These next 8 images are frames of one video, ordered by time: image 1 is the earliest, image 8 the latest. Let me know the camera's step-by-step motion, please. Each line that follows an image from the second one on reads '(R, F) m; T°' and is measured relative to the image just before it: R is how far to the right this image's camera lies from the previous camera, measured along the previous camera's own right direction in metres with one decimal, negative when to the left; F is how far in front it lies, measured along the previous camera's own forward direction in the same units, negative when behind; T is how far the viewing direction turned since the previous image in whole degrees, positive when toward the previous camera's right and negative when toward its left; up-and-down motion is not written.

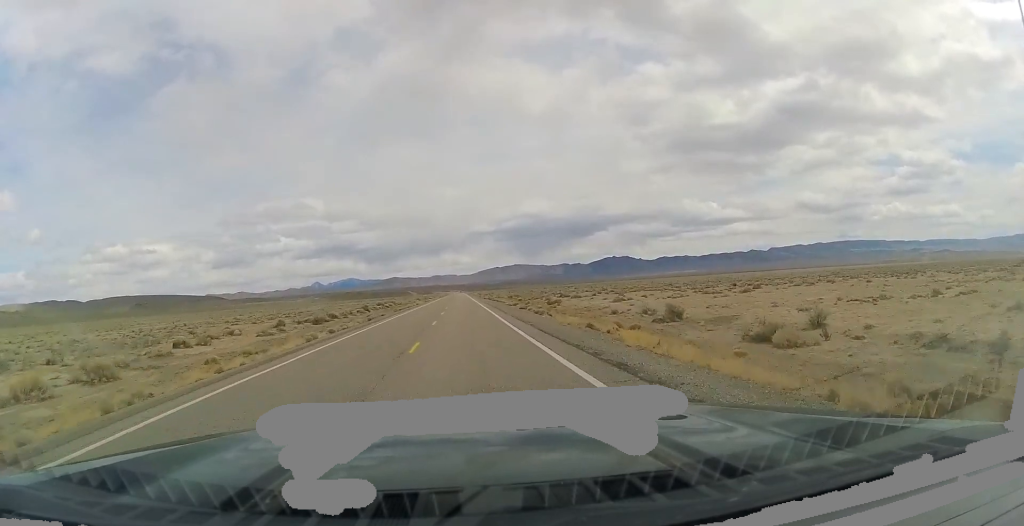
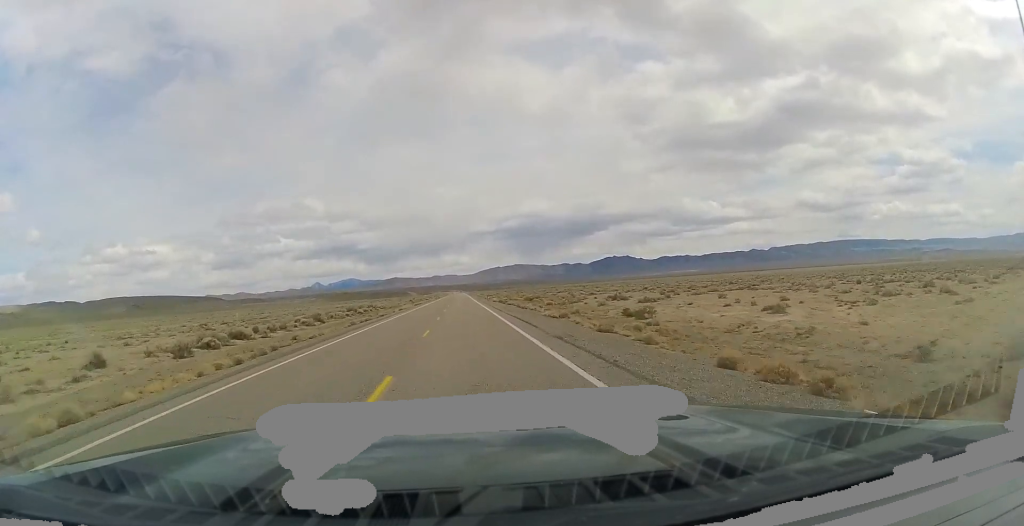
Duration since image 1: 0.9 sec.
(+0.1, +32.1) m; 0°
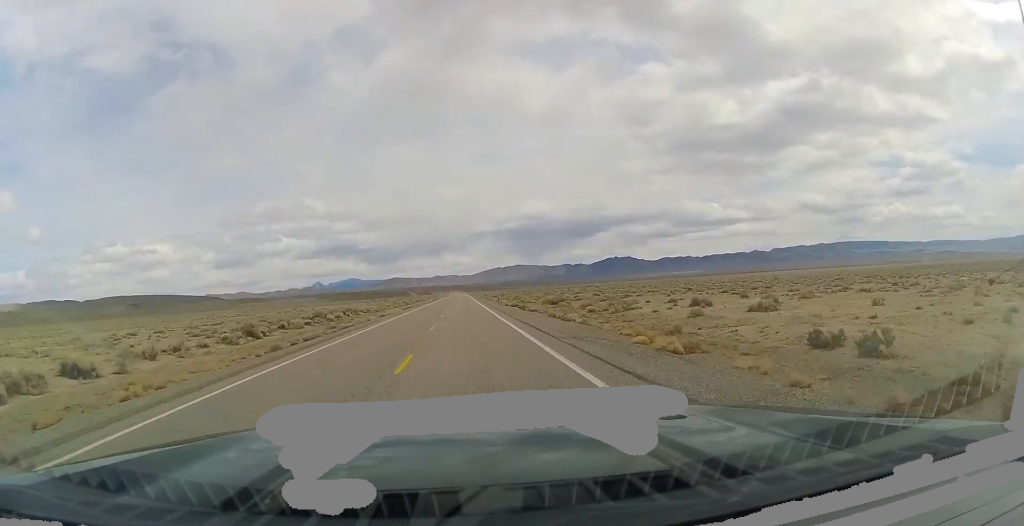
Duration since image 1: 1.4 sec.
(+0.3, +21.1) m; 0°
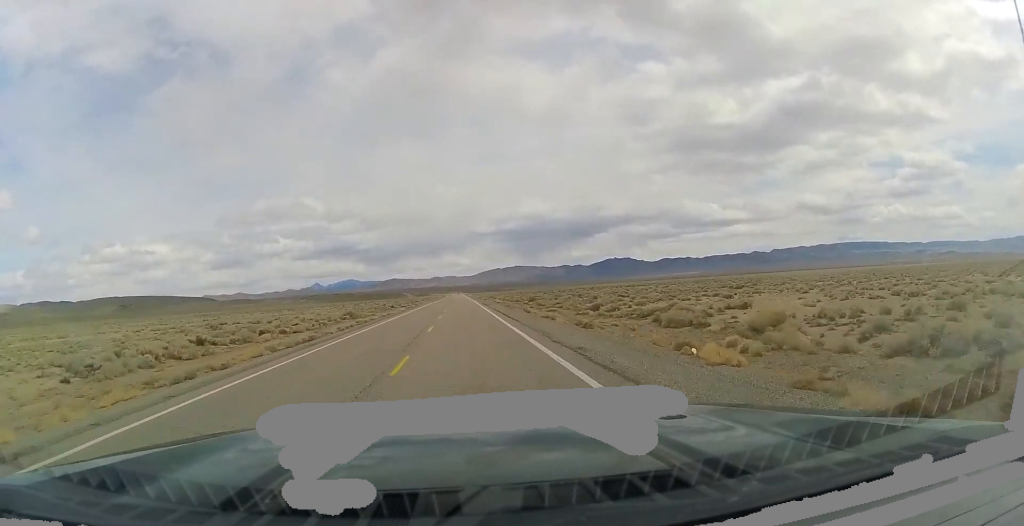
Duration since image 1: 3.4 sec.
(-0.7, +74.2) m; -1°
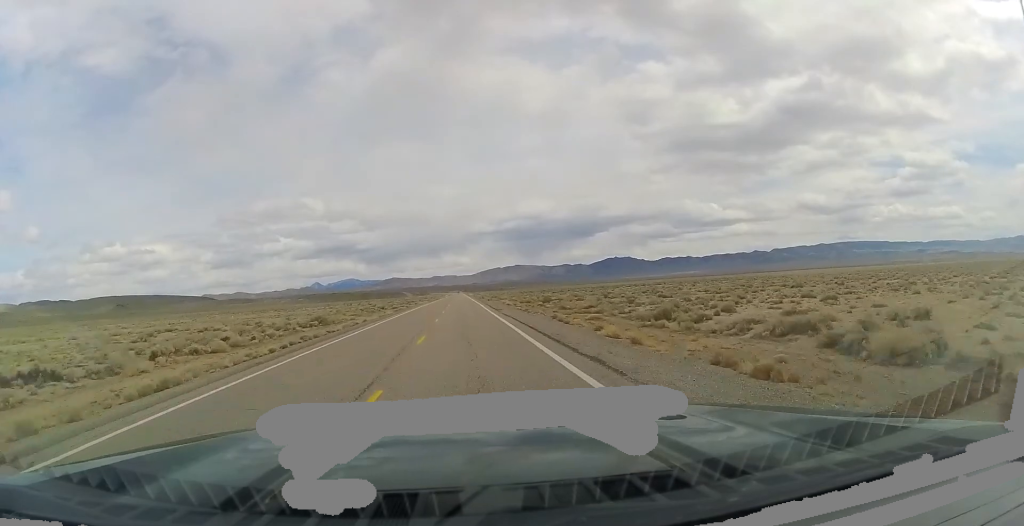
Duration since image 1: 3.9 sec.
(0.0, +17.4) m; 0°
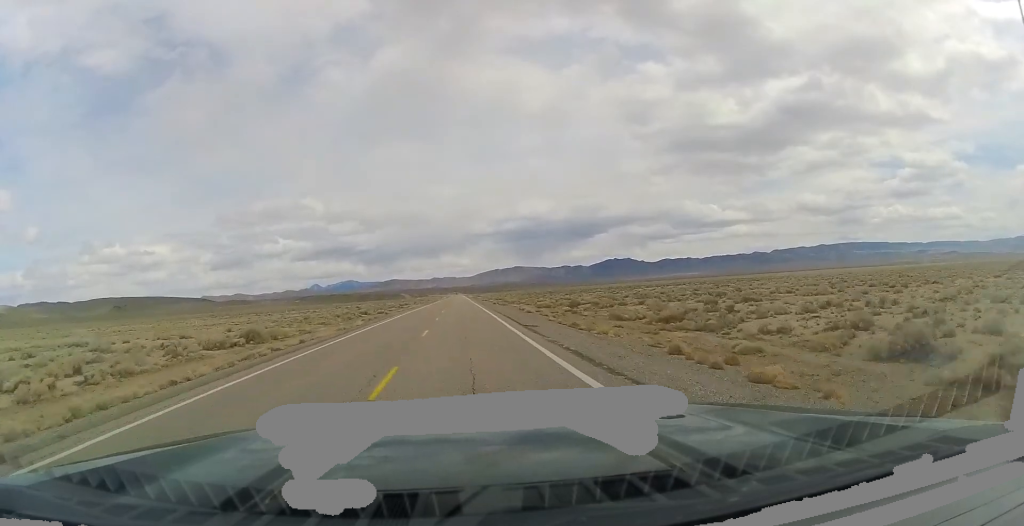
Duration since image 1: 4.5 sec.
(0.0, +21.2) m; 0°
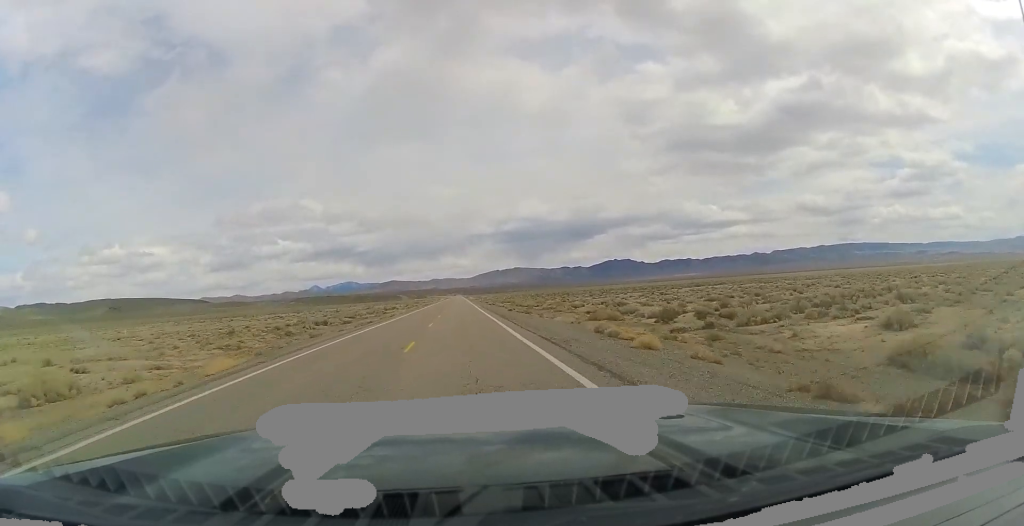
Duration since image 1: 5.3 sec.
(+0.1, +29.9) m; 0°
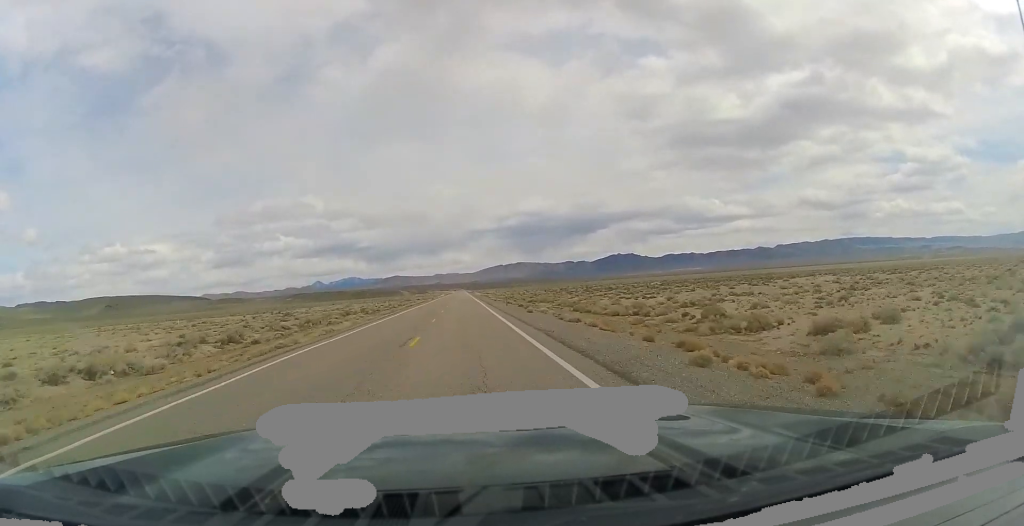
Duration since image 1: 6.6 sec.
(+0.1, +48.8) m; 0°
